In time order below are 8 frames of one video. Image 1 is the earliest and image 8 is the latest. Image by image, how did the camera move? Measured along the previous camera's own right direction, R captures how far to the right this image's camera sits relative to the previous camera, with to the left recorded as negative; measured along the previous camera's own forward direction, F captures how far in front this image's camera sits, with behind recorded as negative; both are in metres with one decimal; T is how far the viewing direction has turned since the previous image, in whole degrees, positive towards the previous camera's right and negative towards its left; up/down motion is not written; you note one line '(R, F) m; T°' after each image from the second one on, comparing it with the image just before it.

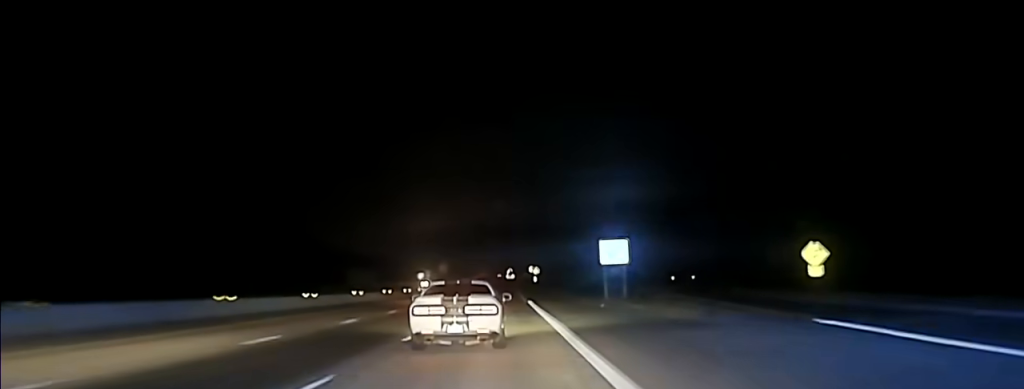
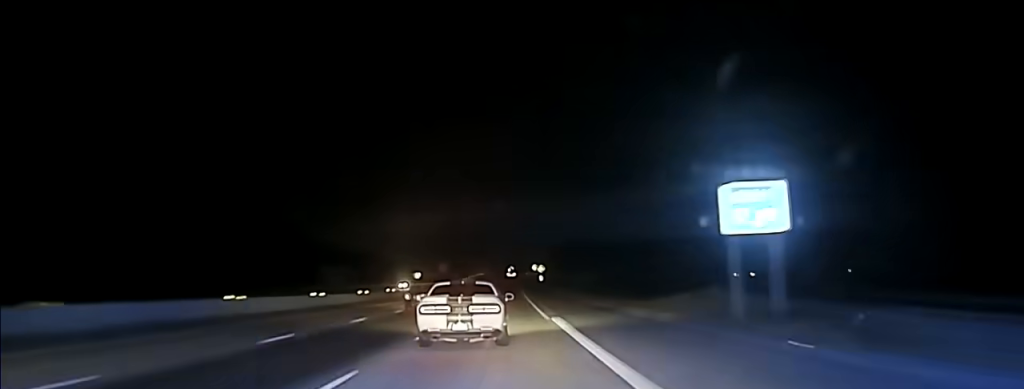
(-0.2, +34.7) m; 0°
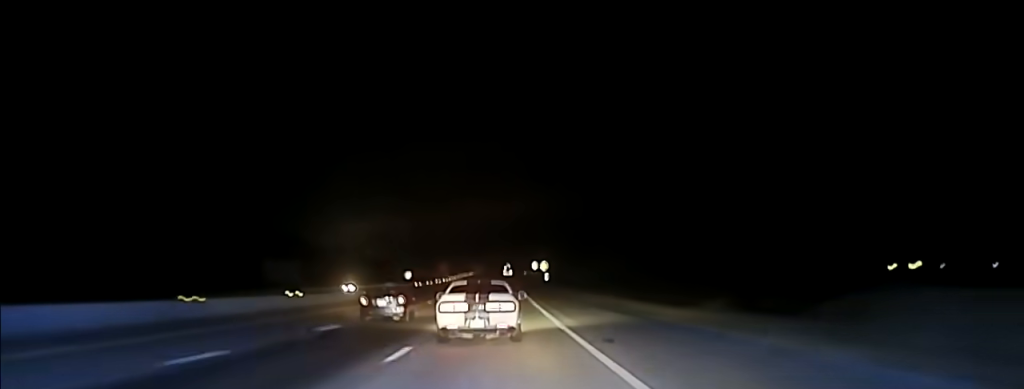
(+0.1, +43.7) m; 0°
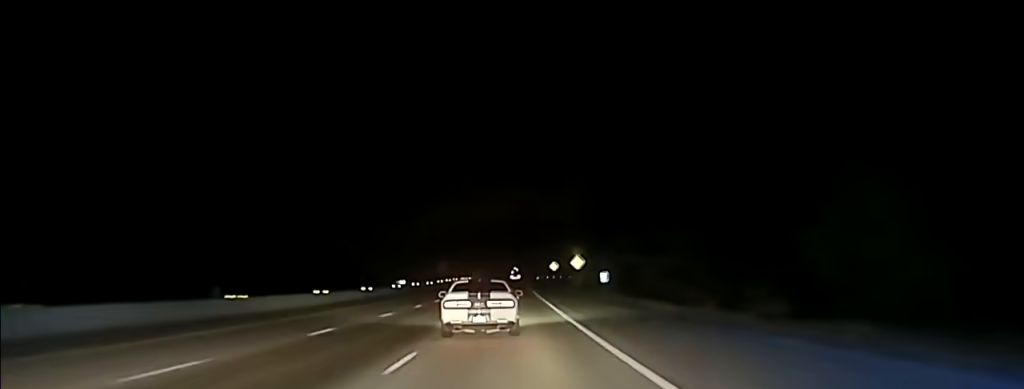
(0.0, +88.5) m; -1°
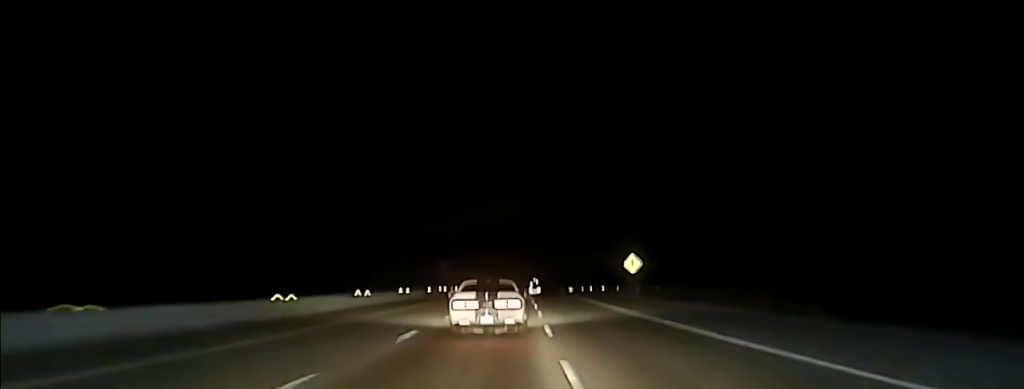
(-0.4, +110.2) m; 0°
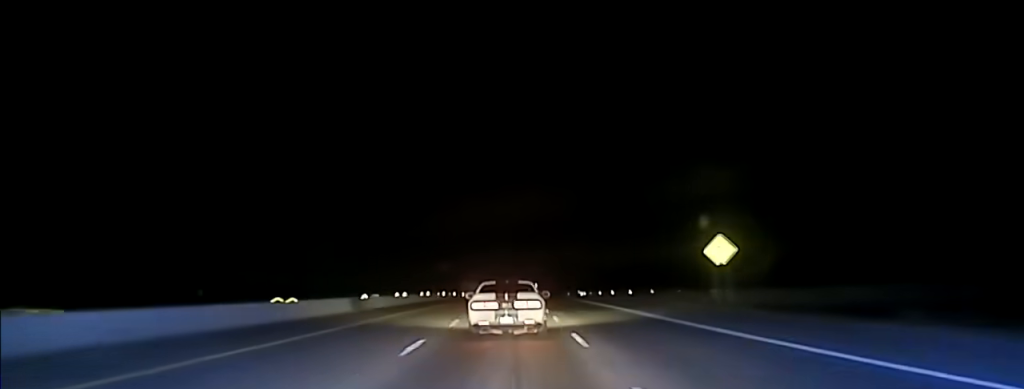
(+0.1, +38.9) m; 0°
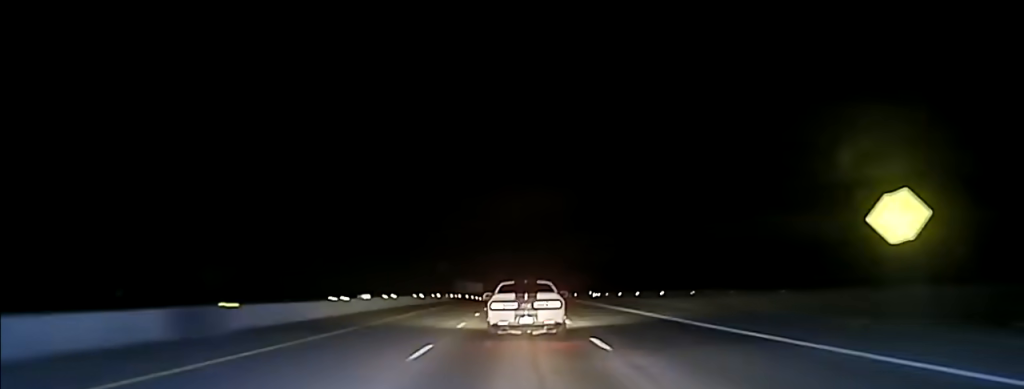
(0.0, +26.2) m; 0°
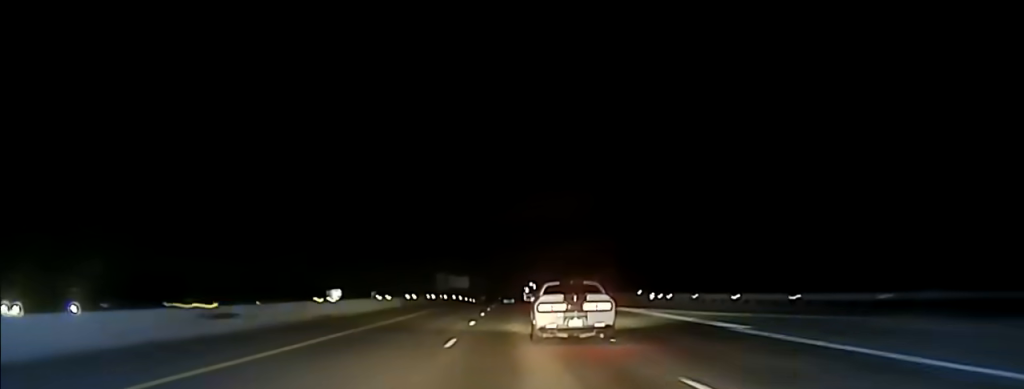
(+0.1, +58.4) m; +1°
